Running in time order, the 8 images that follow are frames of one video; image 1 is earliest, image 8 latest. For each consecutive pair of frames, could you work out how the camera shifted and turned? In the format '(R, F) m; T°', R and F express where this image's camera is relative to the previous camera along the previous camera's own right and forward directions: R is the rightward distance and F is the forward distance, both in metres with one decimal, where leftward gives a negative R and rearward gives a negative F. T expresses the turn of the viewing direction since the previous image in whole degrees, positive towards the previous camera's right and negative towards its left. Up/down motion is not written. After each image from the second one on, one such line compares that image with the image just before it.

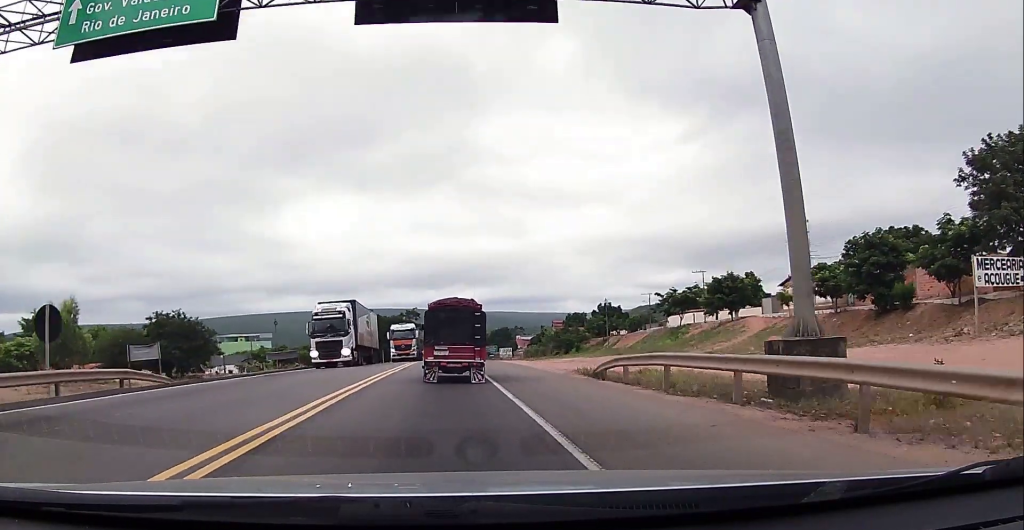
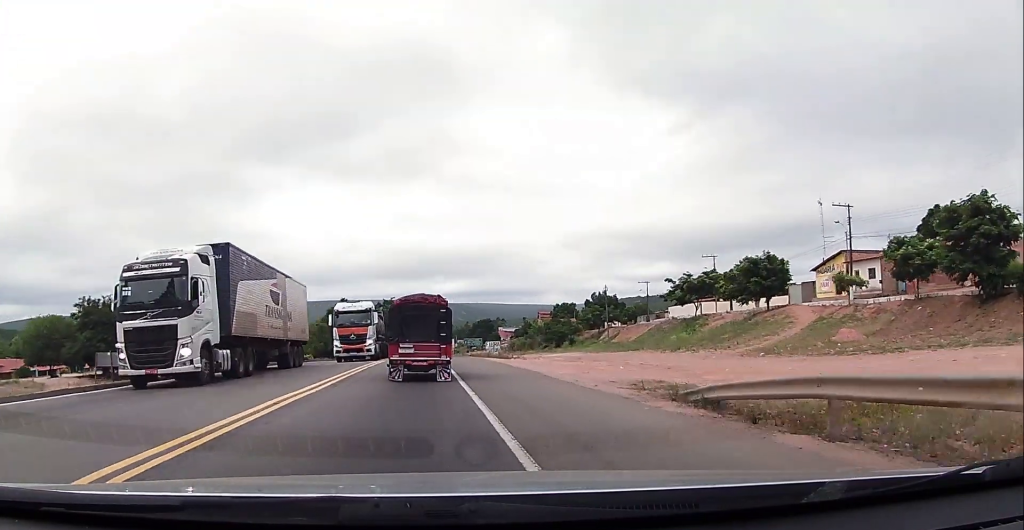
(-0.5, +11.8) m; -1°
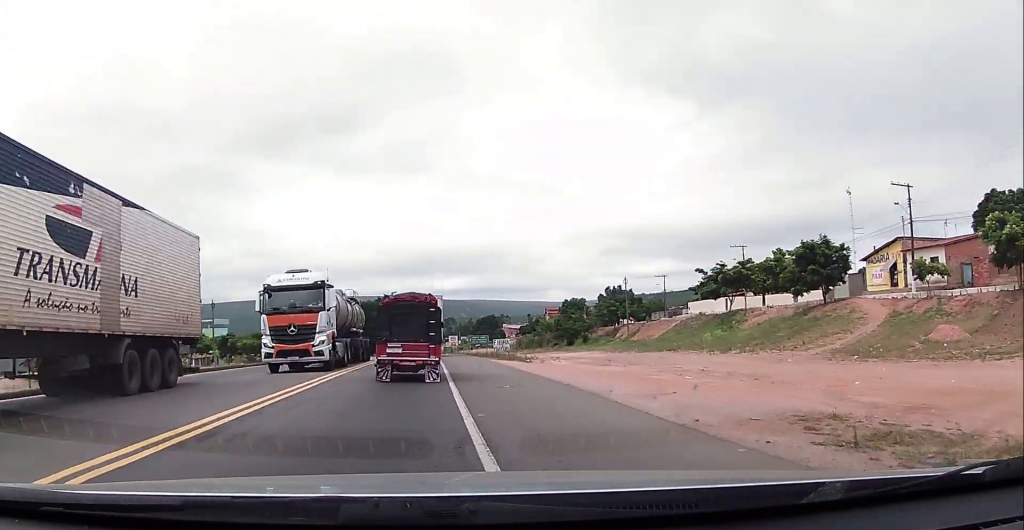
(+0.3, +8.8) m; +1°
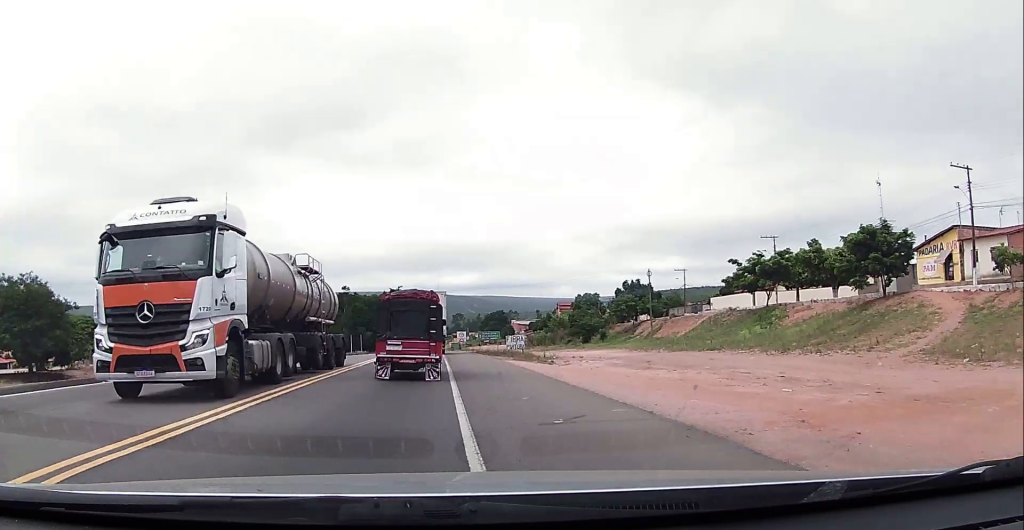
(+0.1, +6.6) m; 0°
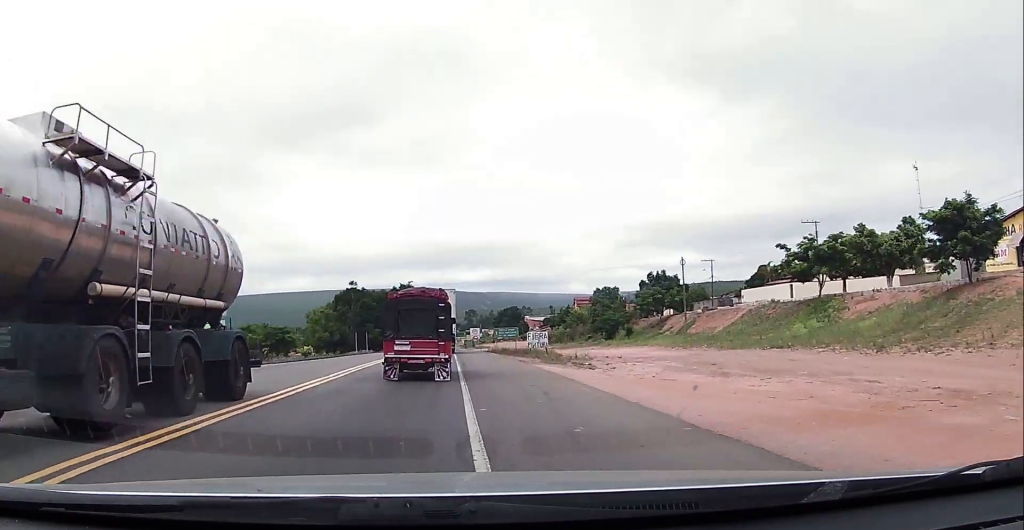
(-0.1, +7.5) m; -2°
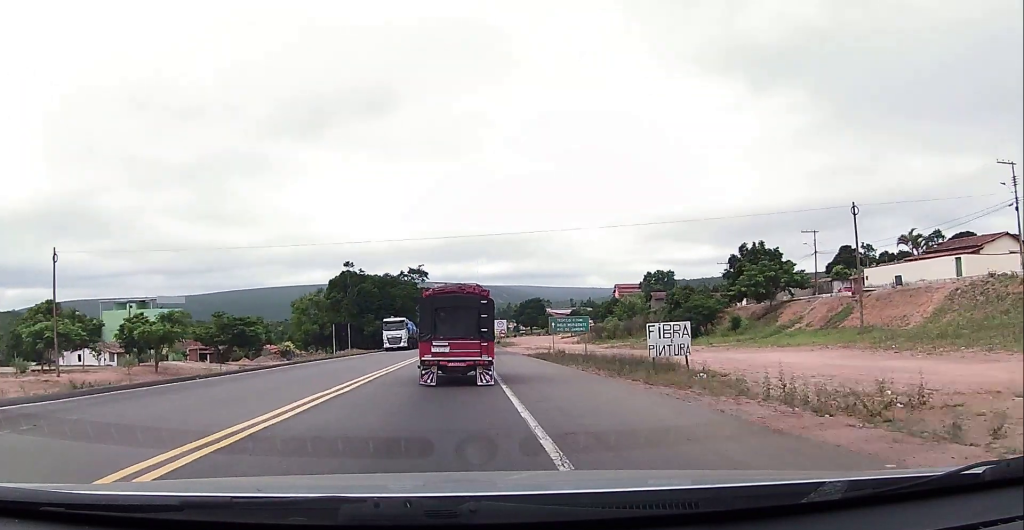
(-0.2, +28.5) m; 0°
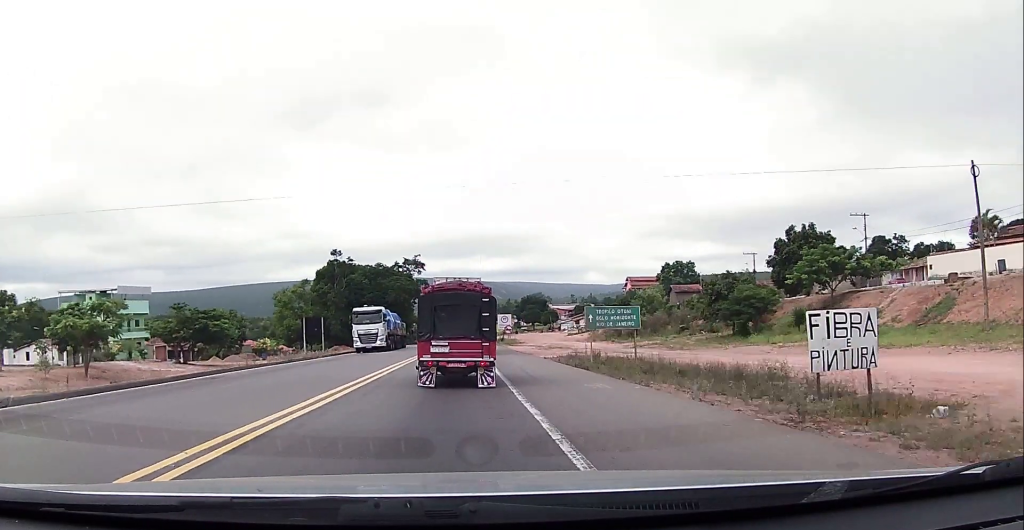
(-0.1, +11.7) m; +1°
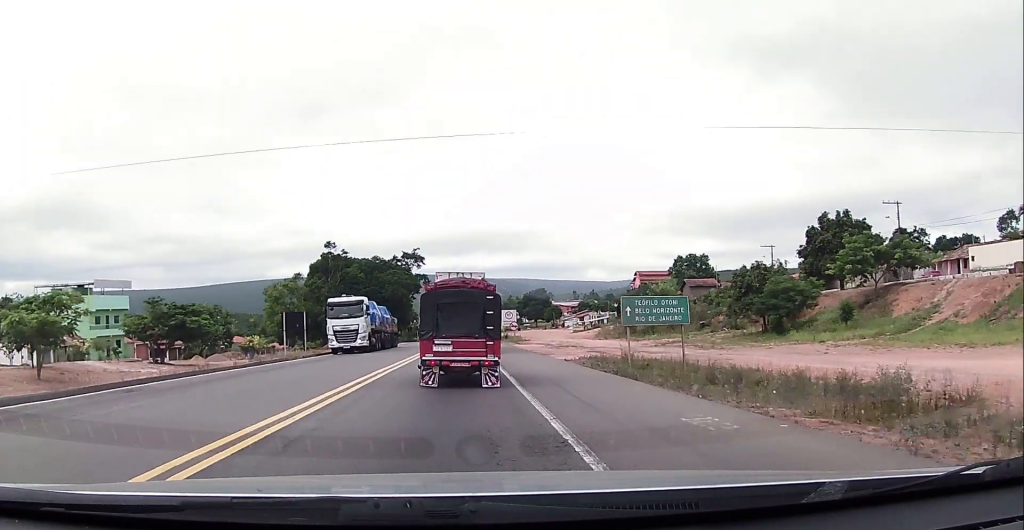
(0.0, +6.3) m; +1°
